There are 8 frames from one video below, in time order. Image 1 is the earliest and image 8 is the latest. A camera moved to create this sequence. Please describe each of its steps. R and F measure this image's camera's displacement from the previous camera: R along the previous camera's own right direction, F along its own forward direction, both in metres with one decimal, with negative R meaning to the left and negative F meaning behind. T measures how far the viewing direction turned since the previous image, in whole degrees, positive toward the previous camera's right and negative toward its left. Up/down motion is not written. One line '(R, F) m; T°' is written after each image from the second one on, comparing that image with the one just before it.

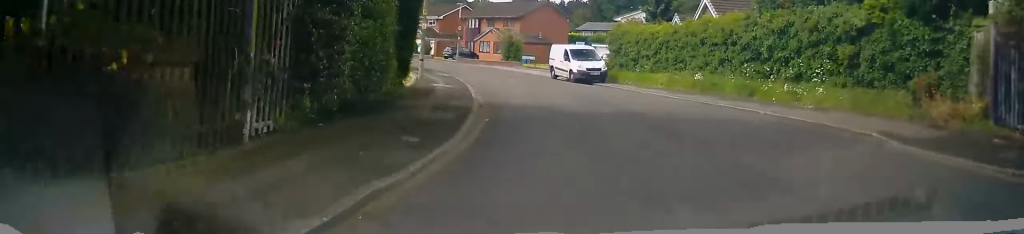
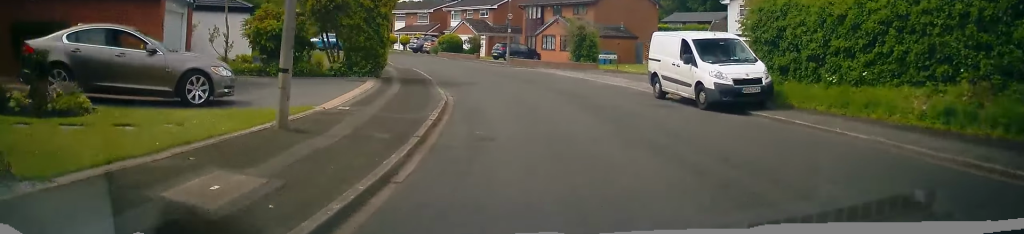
(-0.9, +16.6) m; -11°
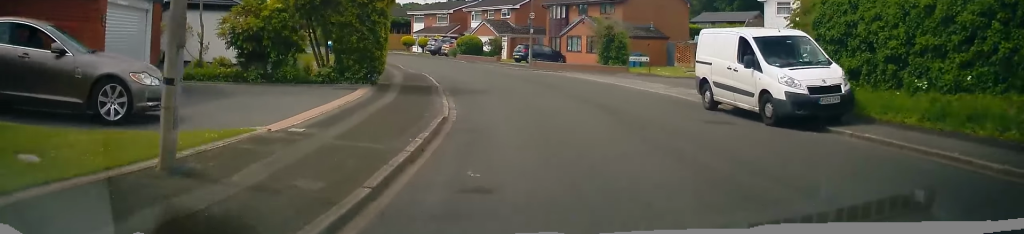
(0.0, +3.1) m; -2°
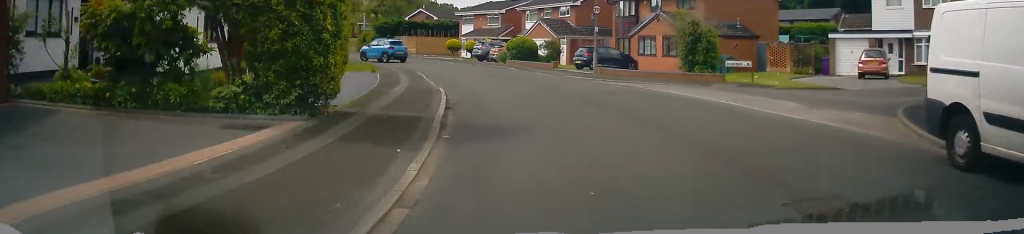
(-0.3, +8.1) m; -5°
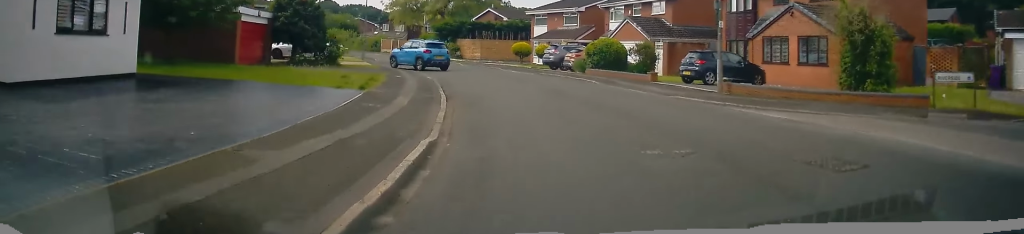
(-0.5, +10.2) m; -5°
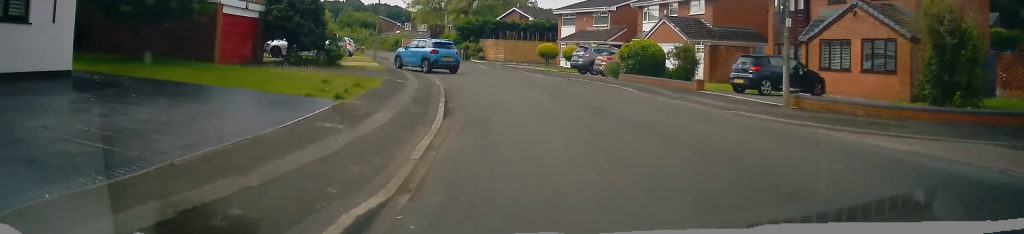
(+0.1, +3.7) m; -3°
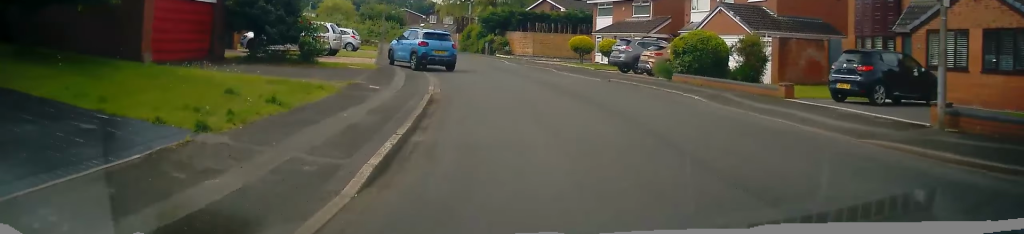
(-0.4, +6.1) m; -5°
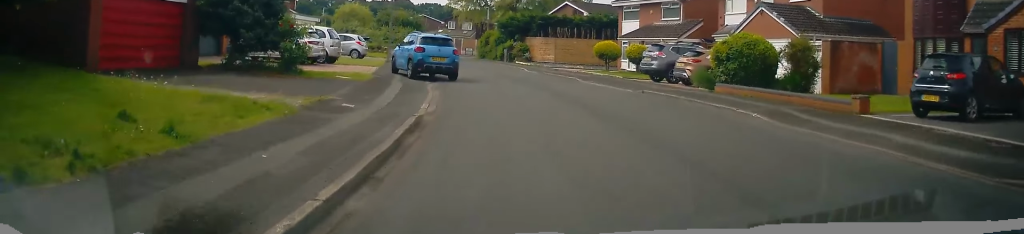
(-0.1, +3.2) m; -2°
